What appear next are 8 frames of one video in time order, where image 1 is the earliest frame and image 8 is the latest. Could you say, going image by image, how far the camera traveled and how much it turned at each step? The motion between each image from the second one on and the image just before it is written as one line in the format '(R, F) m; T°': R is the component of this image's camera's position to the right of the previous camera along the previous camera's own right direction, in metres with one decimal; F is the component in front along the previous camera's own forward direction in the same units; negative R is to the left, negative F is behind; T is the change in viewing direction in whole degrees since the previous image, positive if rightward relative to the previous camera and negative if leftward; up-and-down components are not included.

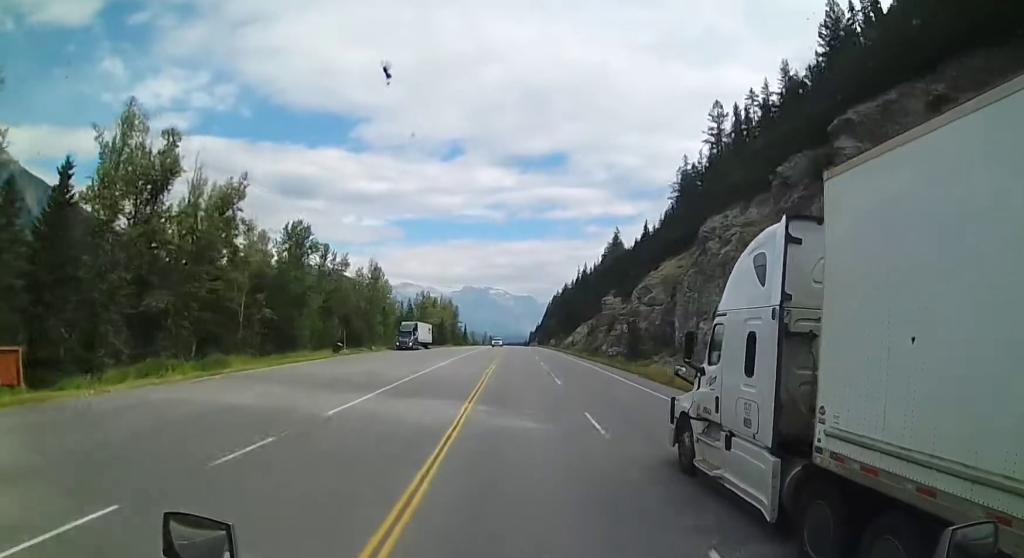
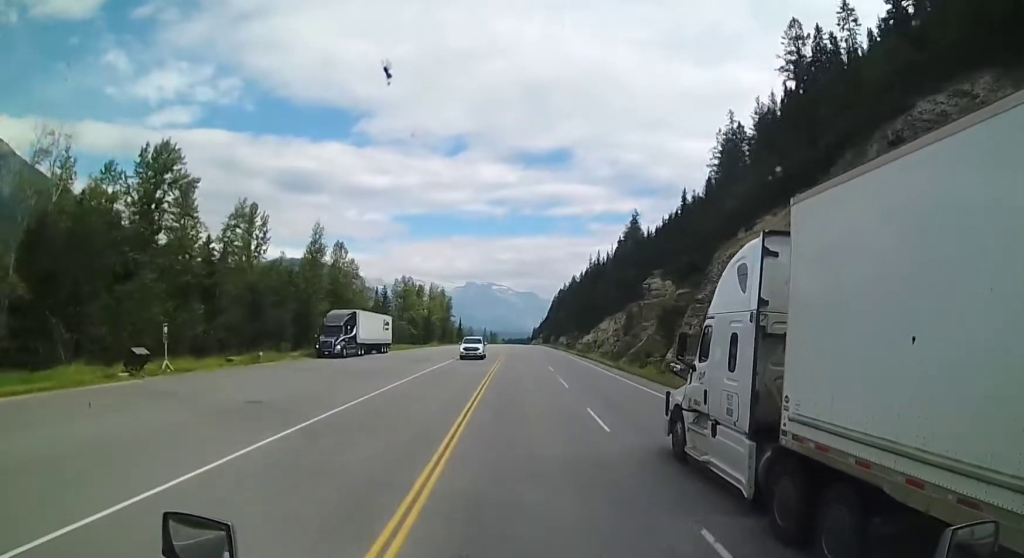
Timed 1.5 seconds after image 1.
(-0.5, +38.1) m; -2°
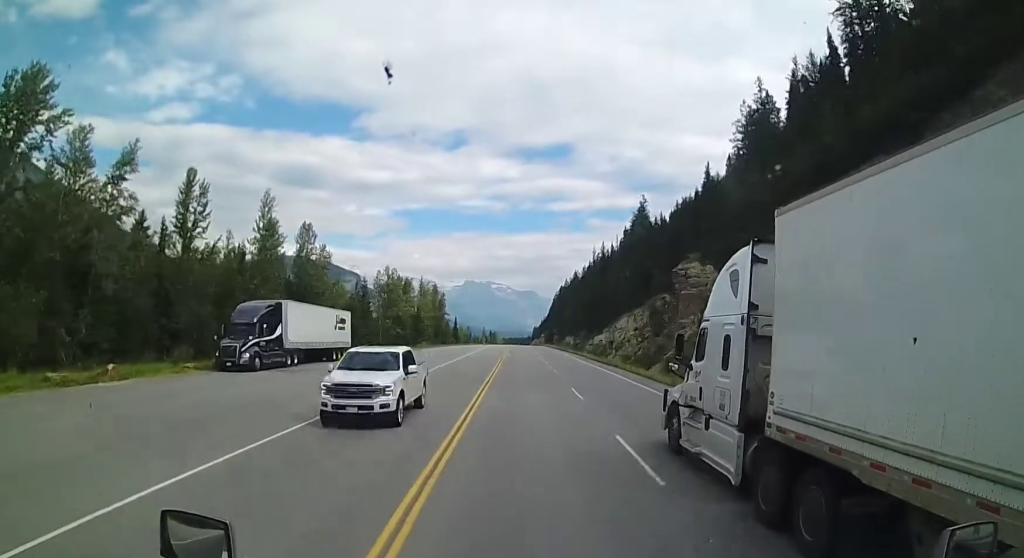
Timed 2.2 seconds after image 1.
(-0.4, +18.3) m; -1°
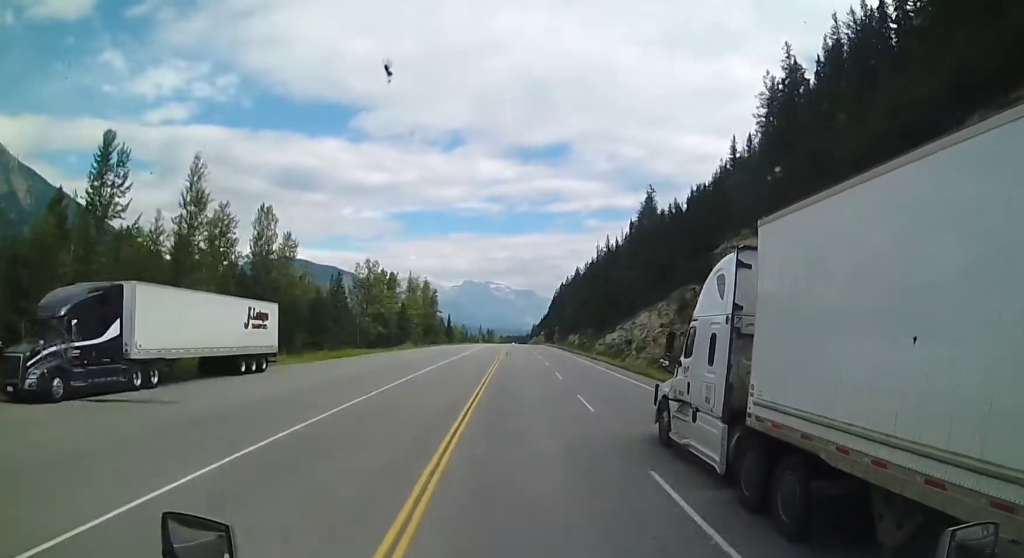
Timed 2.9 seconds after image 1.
(0.0, +16.7) m; 0°
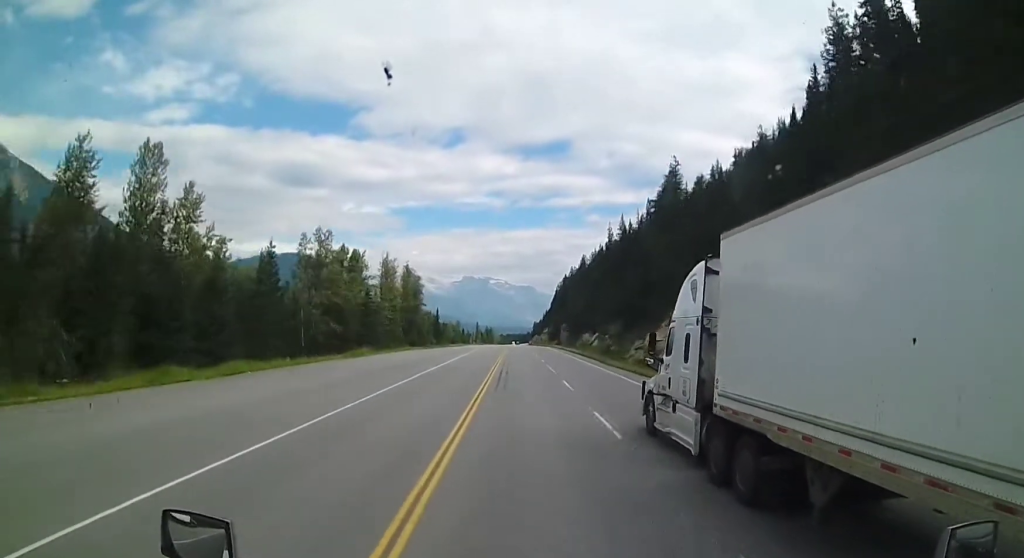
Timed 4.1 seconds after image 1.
(+0.4, +30.2) m; +1°
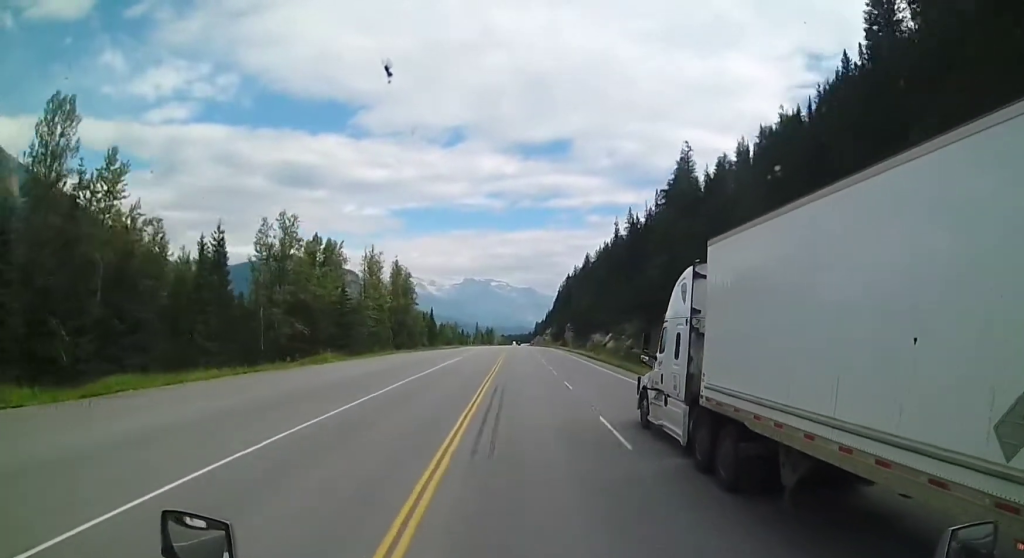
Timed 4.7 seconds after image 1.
(+0.1, +14.3) m; 0°
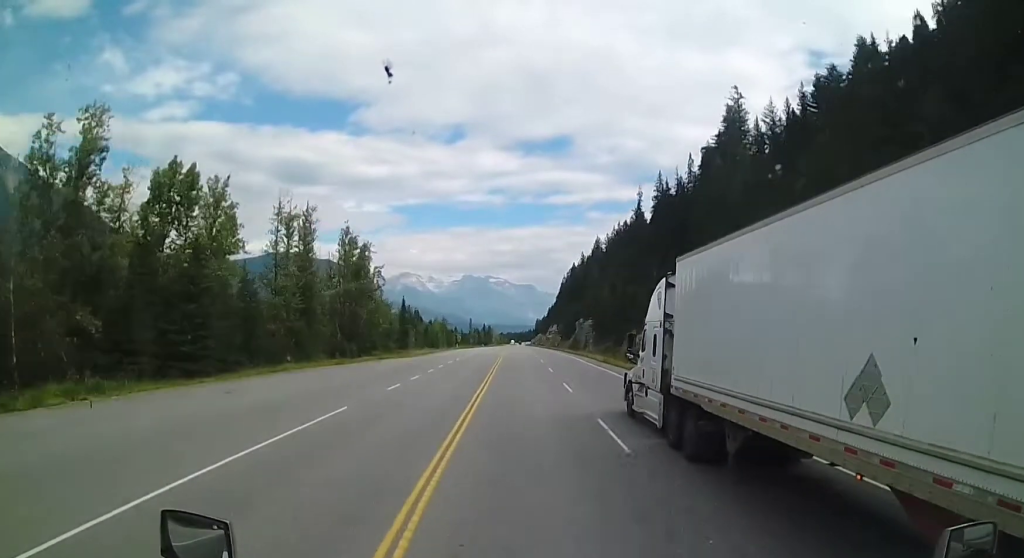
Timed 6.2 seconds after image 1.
(+0.4, +39.2) m; 0°
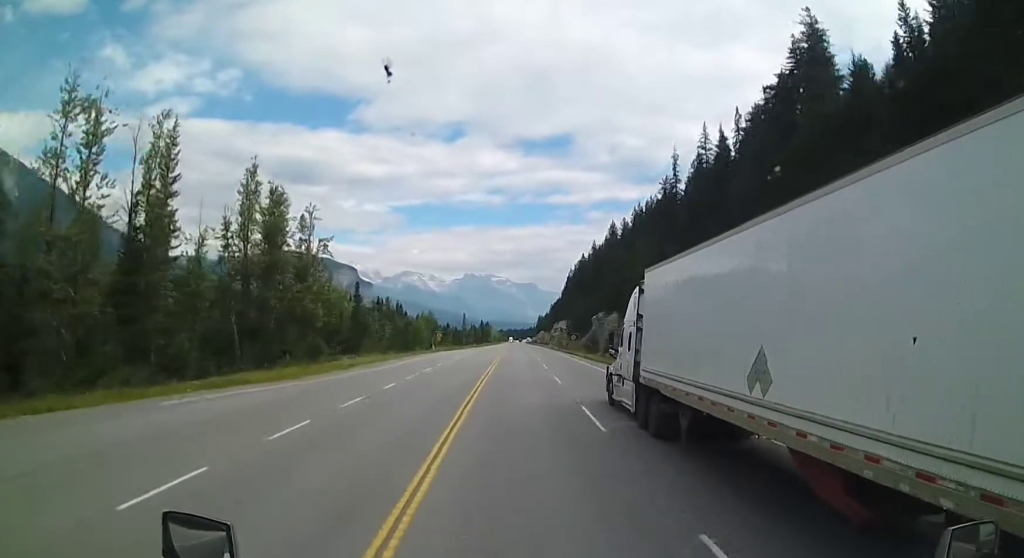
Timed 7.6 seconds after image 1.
(-0.7, +35.9) m; -1°
